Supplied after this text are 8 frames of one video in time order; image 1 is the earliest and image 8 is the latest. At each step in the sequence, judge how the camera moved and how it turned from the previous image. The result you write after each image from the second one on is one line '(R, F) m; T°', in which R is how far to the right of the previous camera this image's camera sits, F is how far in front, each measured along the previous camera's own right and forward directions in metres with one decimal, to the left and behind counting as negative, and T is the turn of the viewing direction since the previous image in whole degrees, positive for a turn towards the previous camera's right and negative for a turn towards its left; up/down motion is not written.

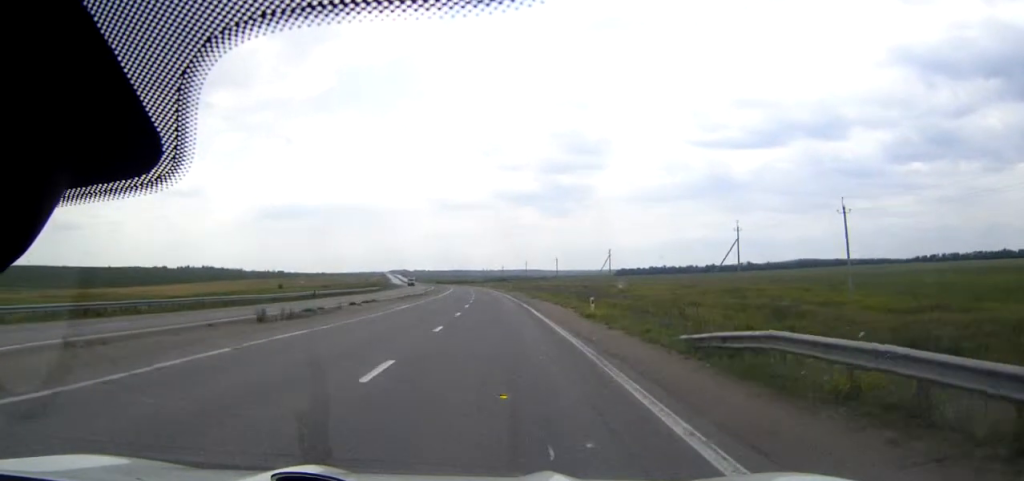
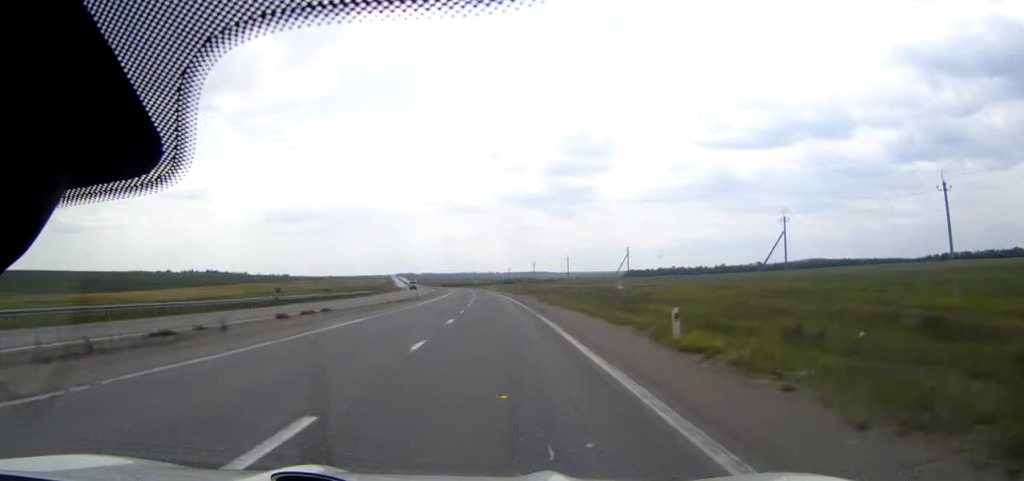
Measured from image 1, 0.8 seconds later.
(-0.1, +17.8) m; -1°
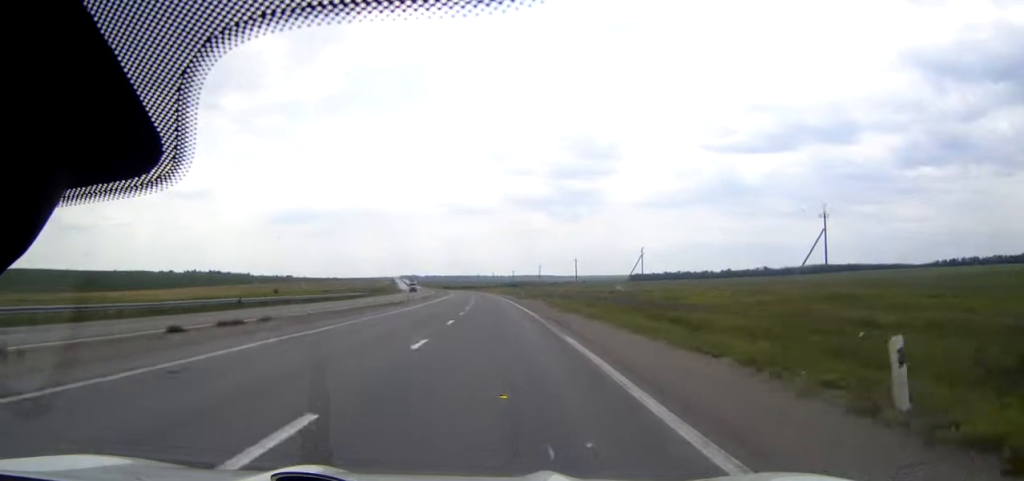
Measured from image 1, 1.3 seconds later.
(0.0, +11.9) m; 0°
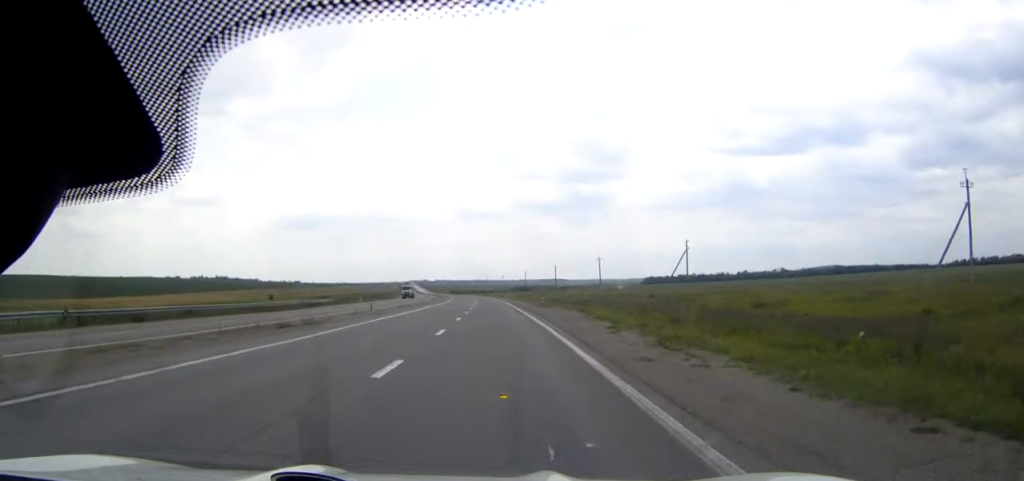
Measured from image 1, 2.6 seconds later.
(-0.2, +29.0) m; -1°
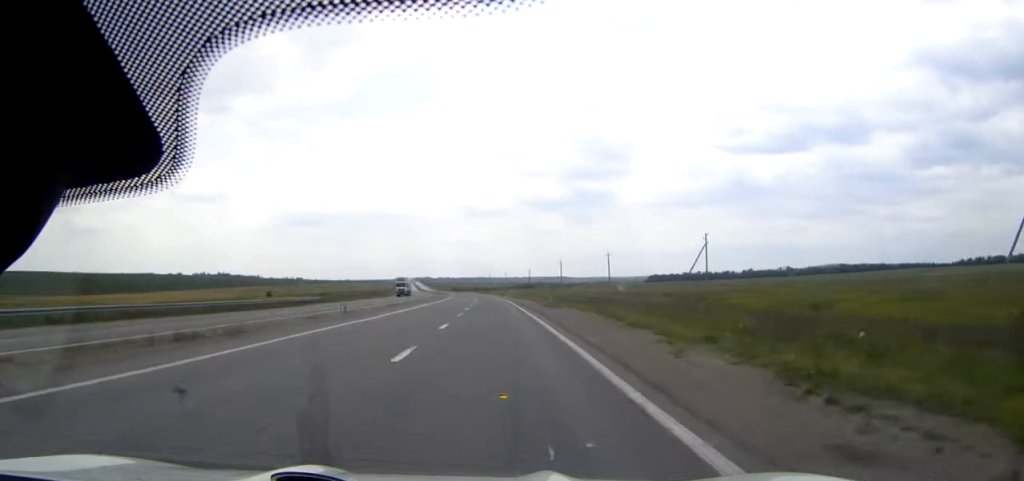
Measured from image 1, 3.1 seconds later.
(0.0, +9.7) m; 0°
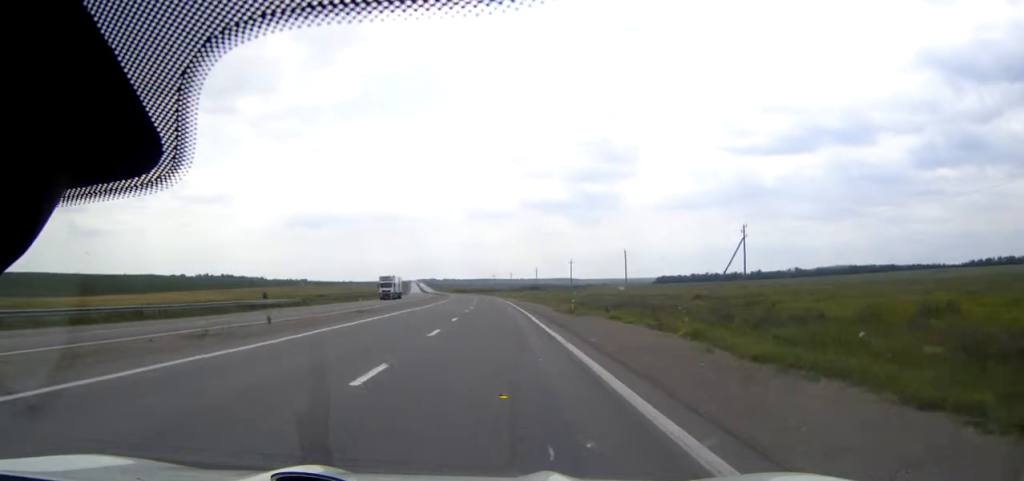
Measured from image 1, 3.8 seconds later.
(-0.1, +15.6) m; 0°
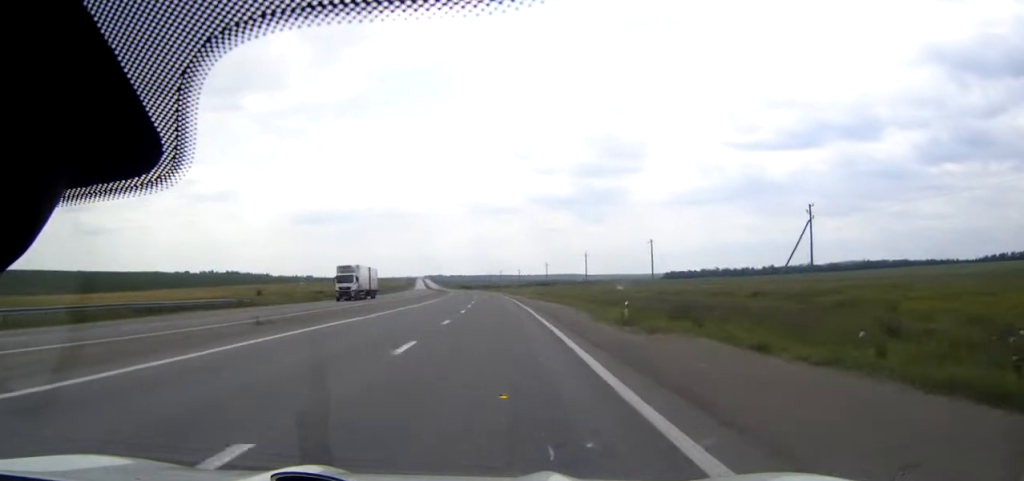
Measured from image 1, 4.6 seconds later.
(-0.1, +19.4) m; 0°
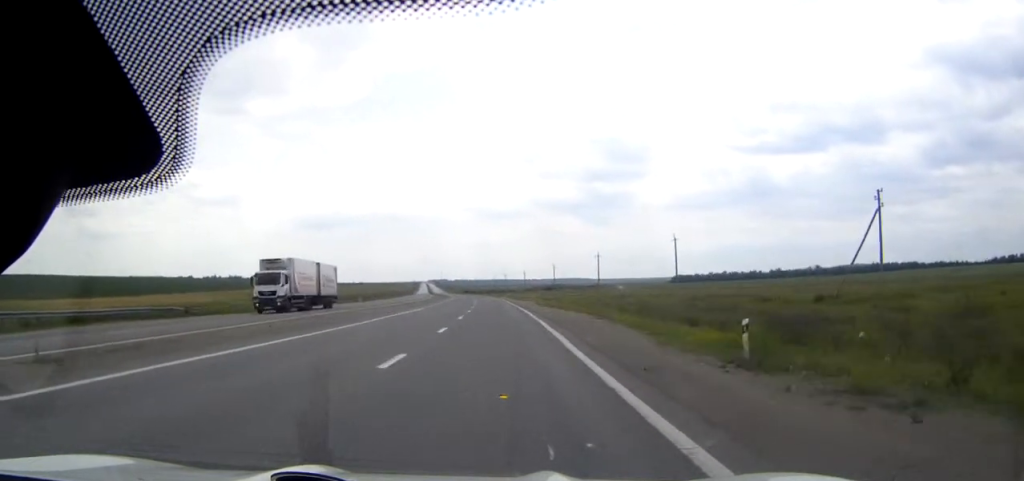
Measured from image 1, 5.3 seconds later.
(0.0, +14.2) m; 0°
